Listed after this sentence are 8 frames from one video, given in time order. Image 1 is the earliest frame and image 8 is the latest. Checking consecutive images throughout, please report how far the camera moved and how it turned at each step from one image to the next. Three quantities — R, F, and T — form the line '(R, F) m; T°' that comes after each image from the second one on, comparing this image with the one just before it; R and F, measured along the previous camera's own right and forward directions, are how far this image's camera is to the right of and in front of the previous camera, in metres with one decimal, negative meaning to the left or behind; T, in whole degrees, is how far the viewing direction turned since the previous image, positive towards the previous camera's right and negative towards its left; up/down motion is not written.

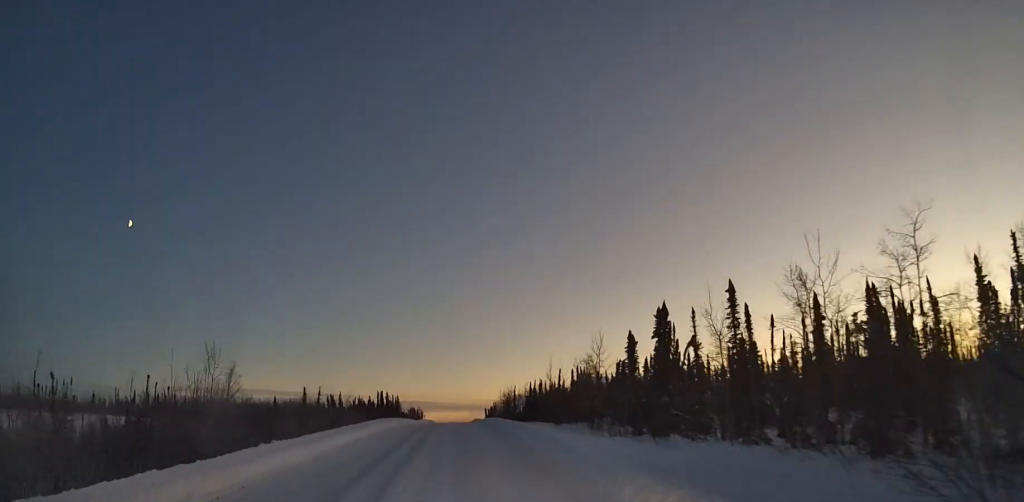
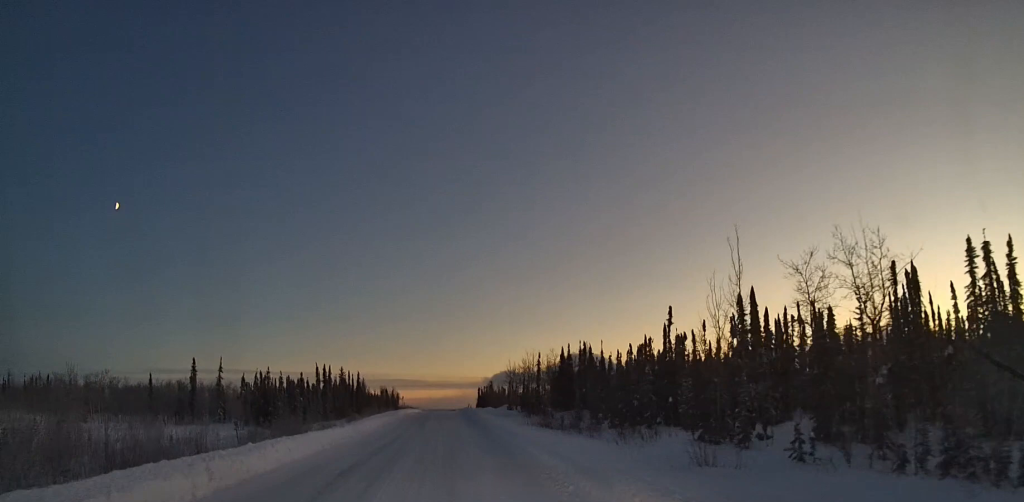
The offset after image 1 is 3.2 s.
(-0.5, +57.1) m; 0°
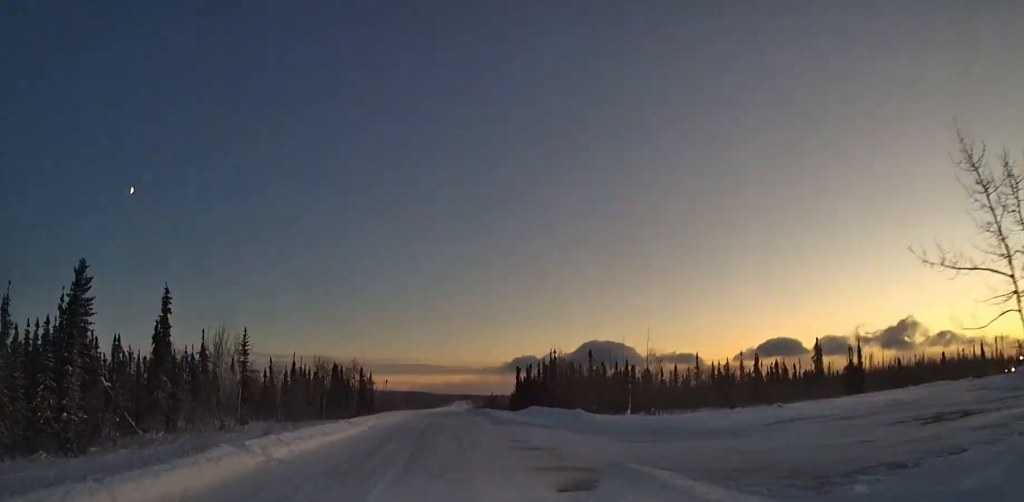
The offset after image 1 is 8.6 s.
(+1.3, +100.6) m; +1°
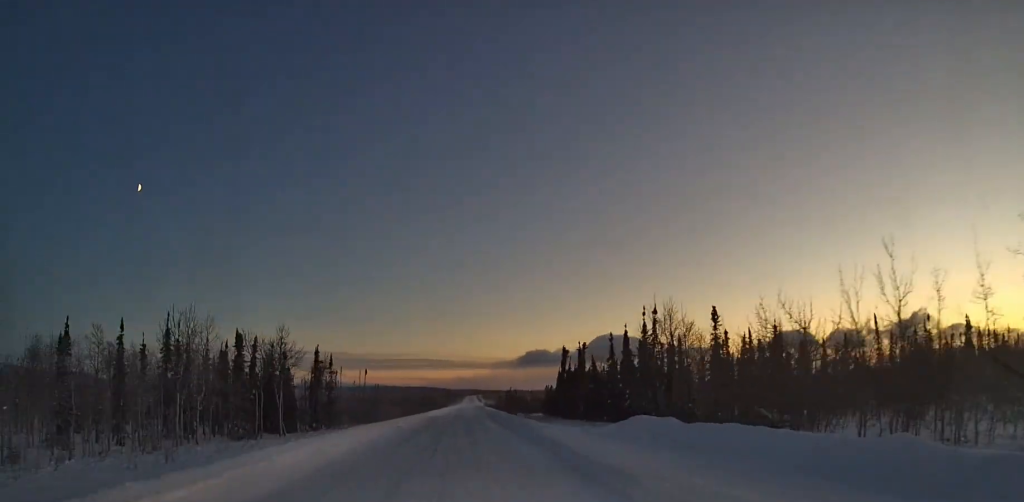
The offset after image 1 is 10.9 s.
(+0.6, +43.0) m; 0°
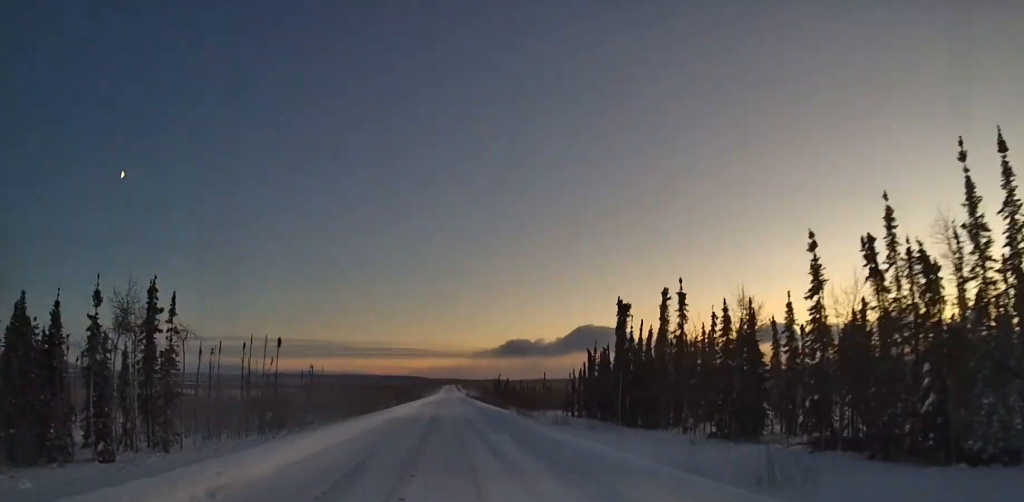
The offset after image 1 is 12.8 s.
(-0.9, +39.0) m; 0°
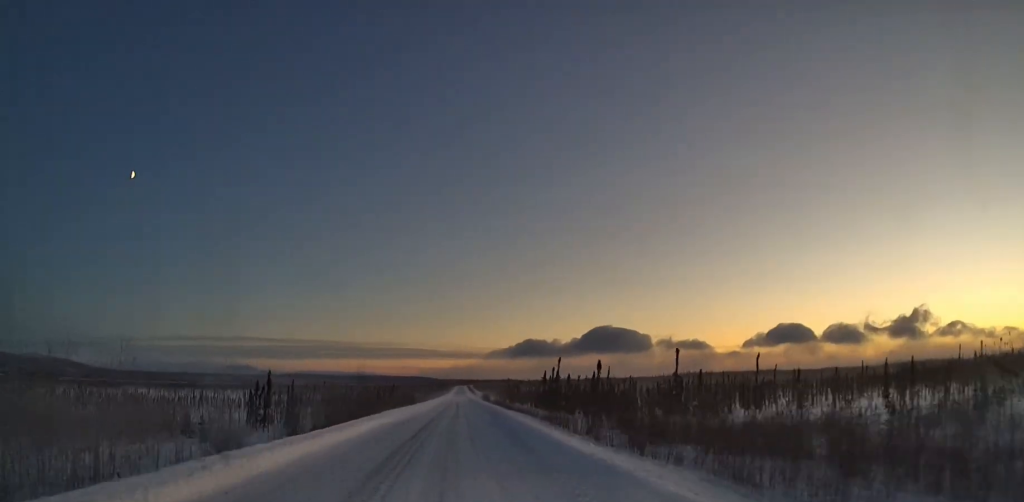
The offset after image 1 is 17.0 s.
(-0.2, +87.0) m; 0°
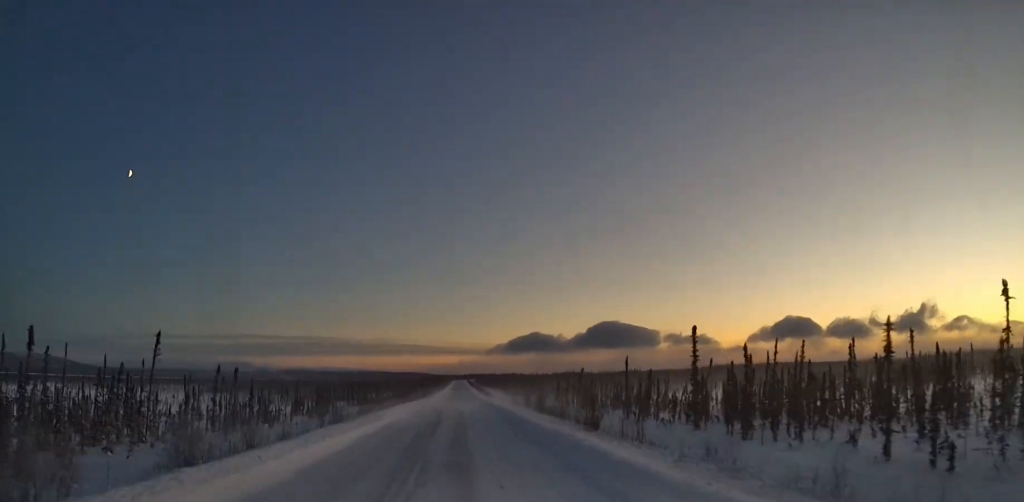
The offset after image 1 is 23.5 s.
(+0.3, +144.6) m; 0°
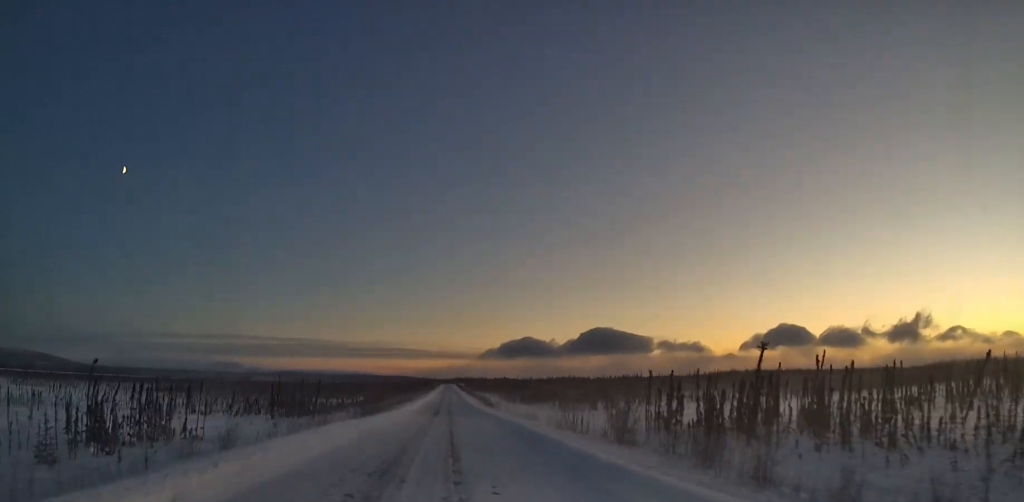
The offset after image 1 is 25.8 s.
(-0.2, +50.8) m; 0°
